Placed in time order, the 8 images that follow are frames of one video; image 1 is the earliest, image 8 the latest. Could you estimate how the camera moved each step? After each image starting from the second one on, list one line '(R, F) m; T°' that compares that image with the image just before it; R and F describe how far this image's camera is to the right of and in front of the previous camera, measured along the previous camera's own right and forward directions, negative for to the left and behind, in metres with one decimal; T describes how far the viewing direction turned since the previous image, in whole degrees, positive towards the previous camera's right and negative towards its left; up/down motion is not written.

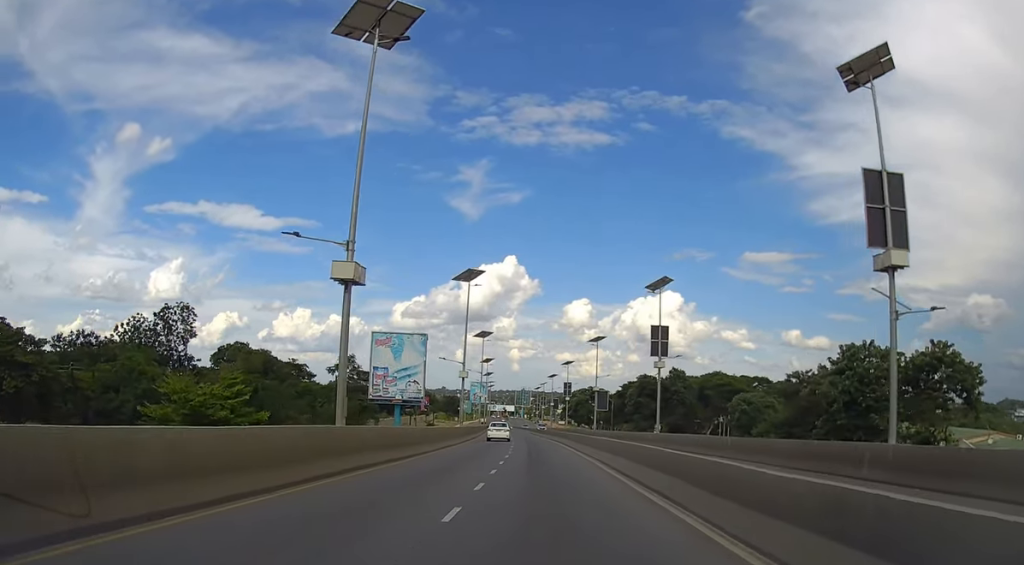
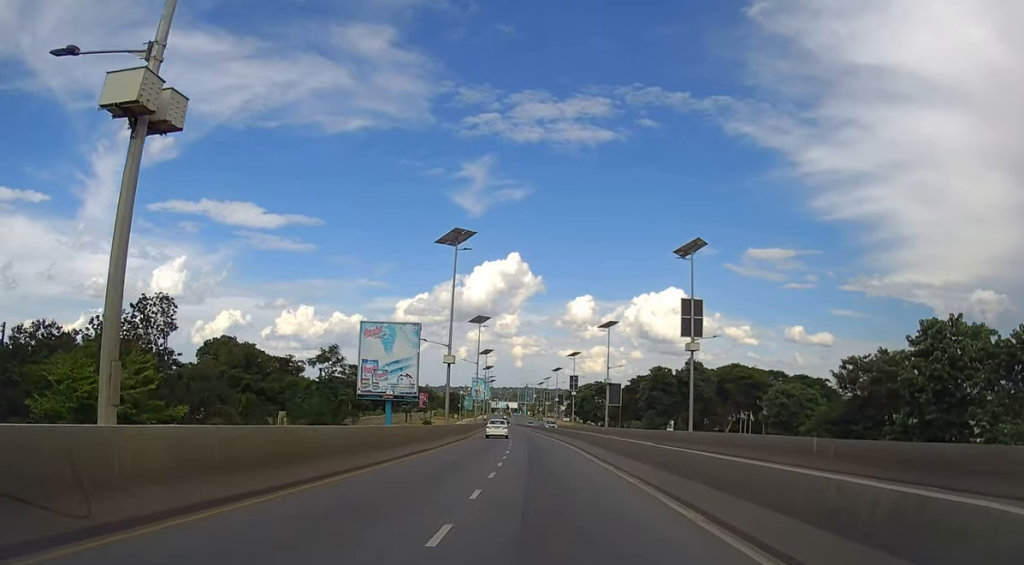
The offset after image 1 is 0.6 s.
(+0.1, +10.7) m; 0°
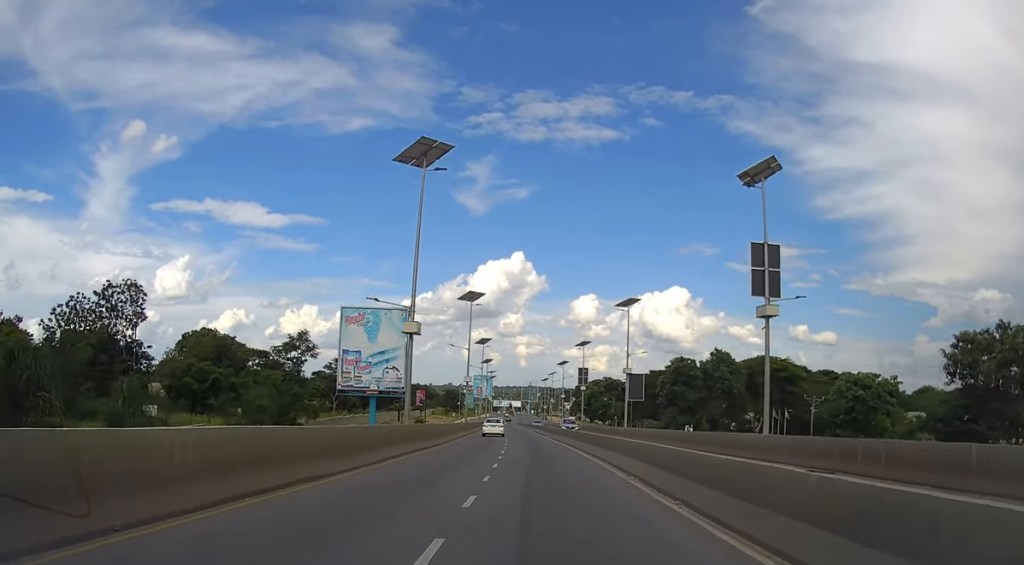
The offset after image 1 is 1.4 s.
(-0.1, +14.3) m; 0°
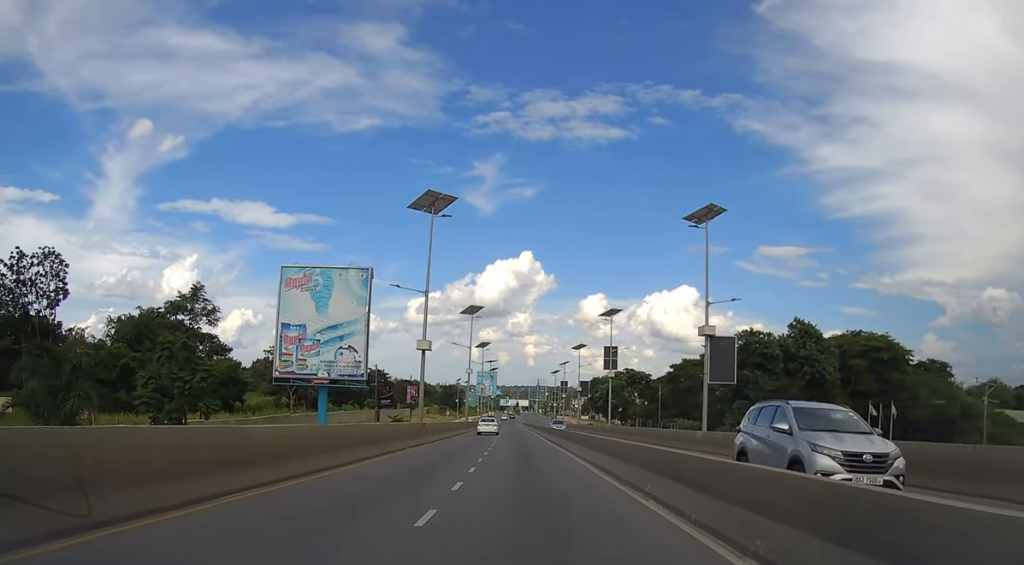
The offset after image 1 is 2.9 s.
(-0.1, +28.7) m; -1°
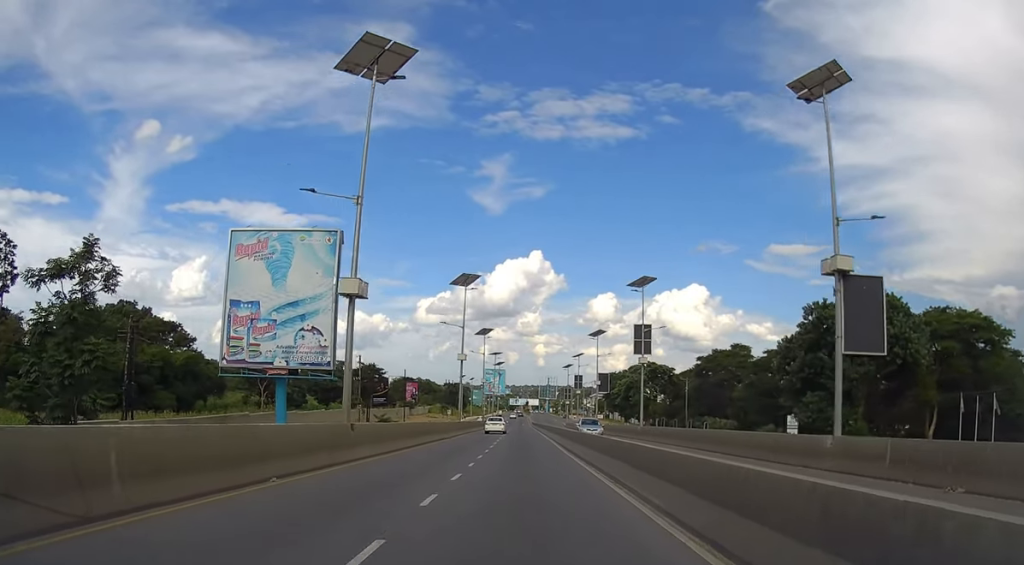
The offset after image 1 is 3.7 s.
(-0.1, +16.0) m; -1°
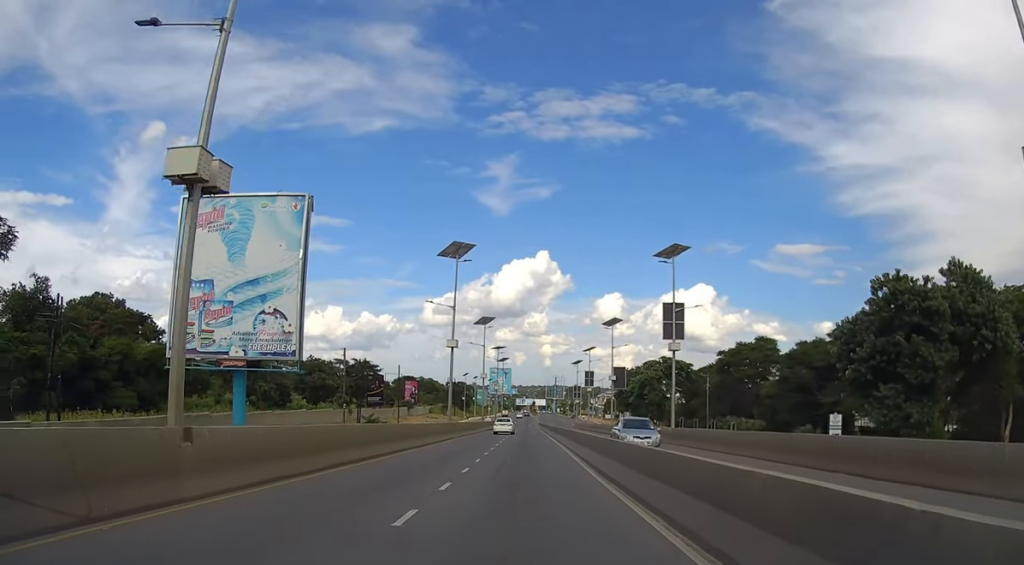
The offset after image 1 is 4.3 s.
(0.0, +10.7) m; 0°
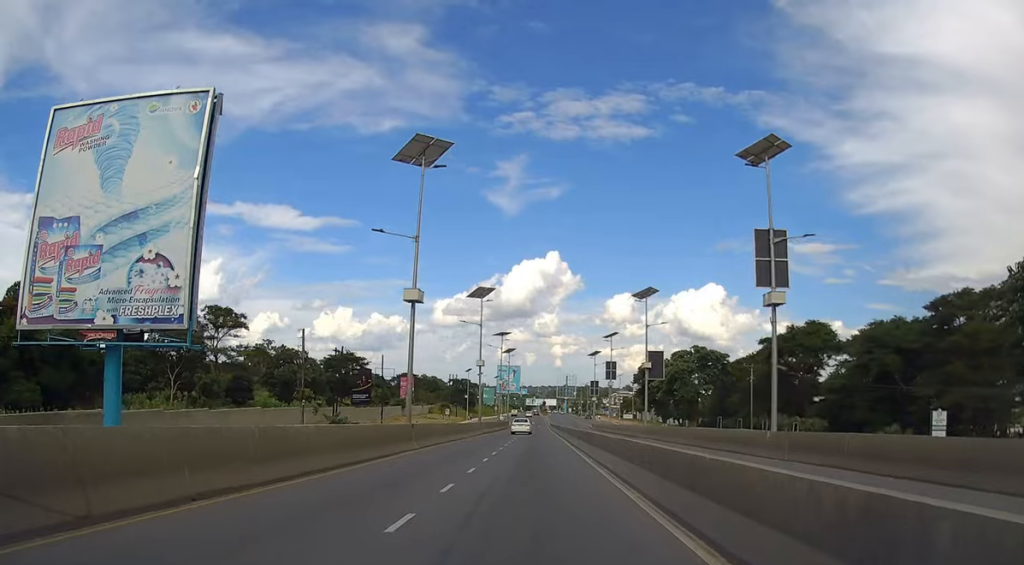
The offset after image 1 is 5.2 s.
(0.0, +18.5) m; -1°
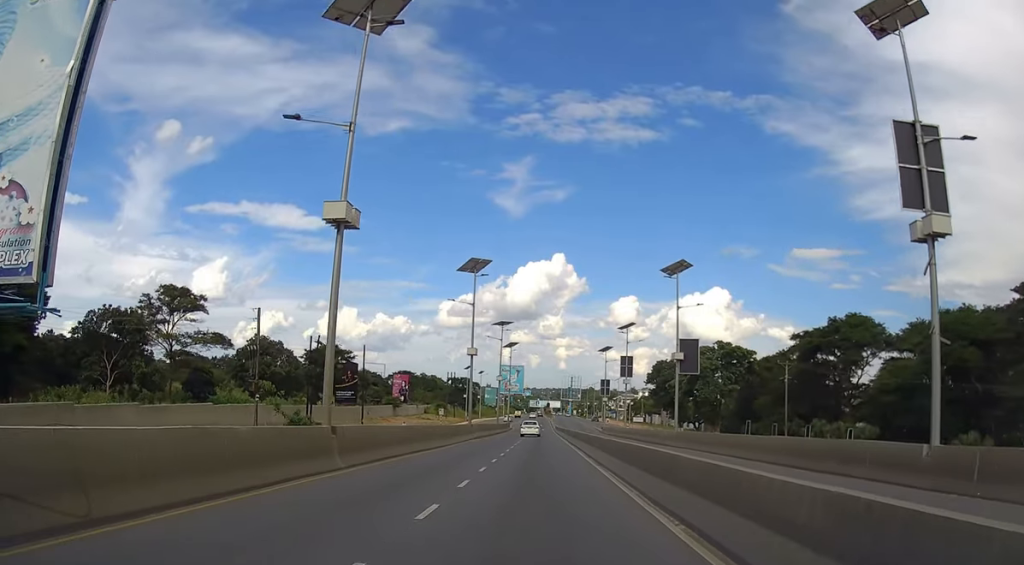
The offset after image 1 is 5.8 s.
(0.0, +12.1) m; -1°
